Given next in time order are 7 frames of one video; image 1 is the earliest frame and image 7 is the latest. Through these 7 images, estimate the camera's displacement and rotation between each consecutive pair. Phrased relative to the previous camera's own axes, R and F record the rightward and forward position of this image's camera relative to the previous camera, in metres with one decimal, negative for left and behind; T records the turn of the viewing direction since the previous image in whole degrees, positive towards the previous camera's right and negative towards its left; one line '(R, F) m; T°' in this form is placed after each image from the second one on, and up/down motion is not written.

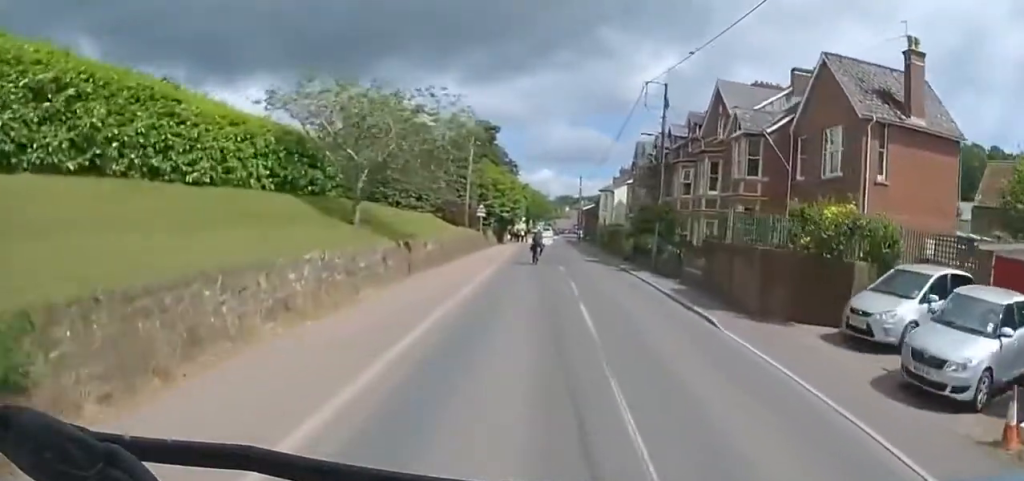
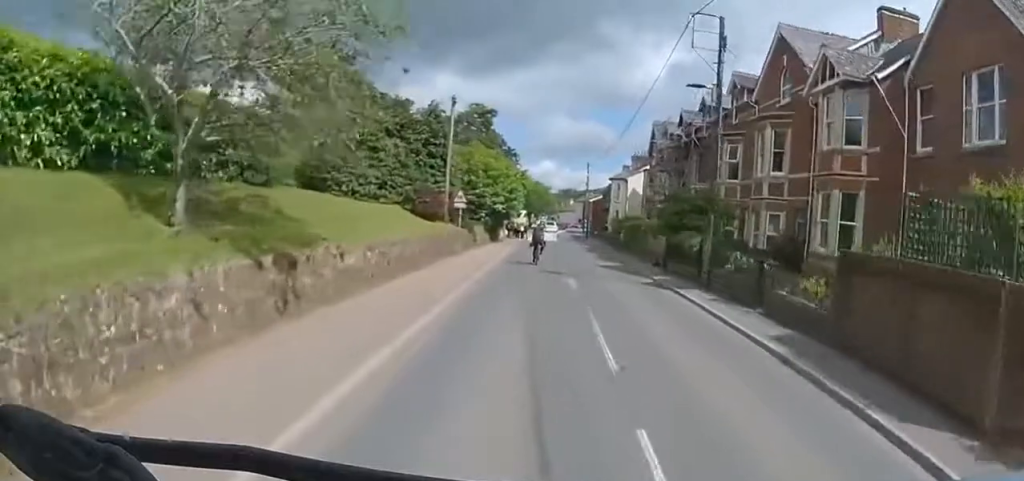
(0.0, +8.0) m; 0°
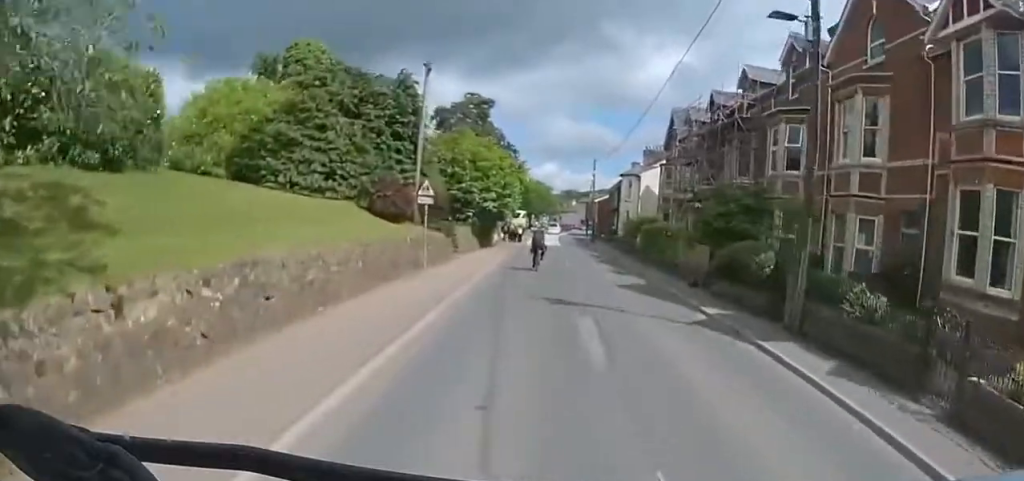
(0.0, +6.8) m; 0°
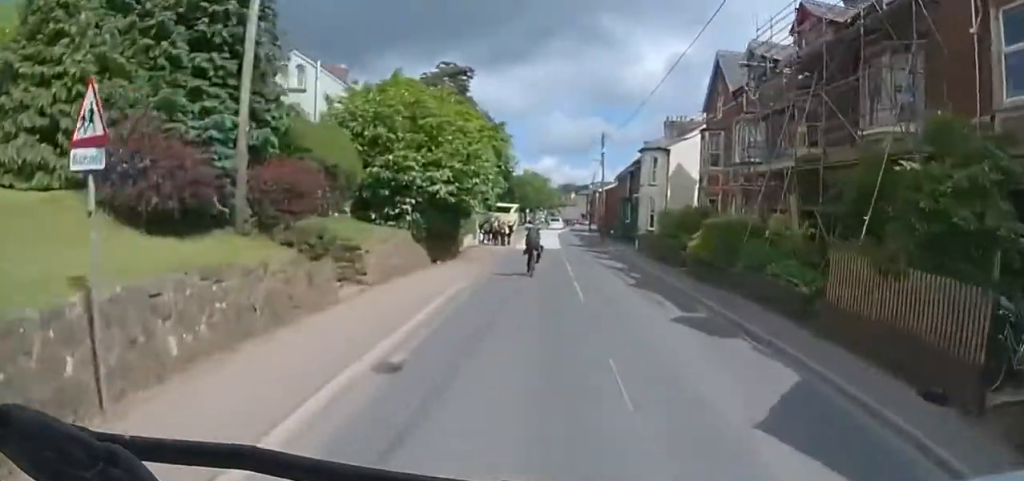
(0.0, +13.2) m; 0°
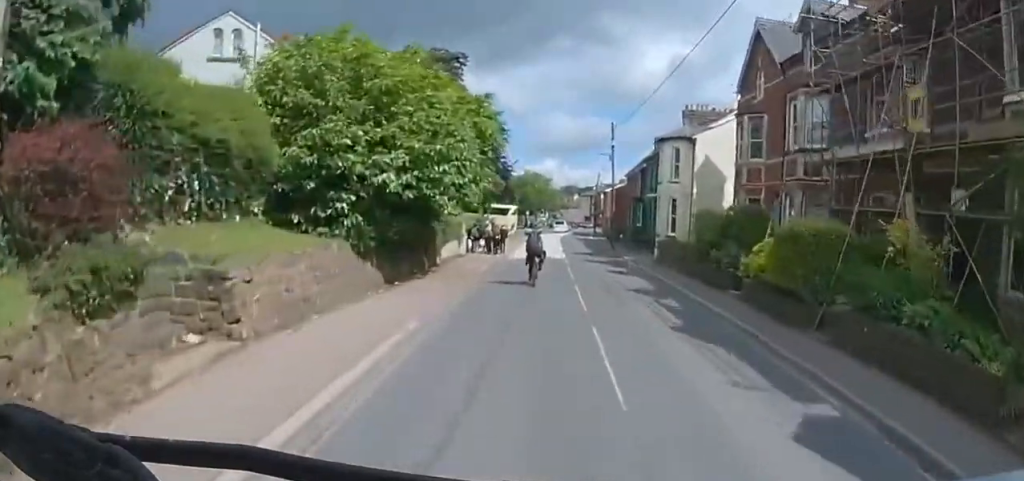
(0.0, +5.8) m; 0°
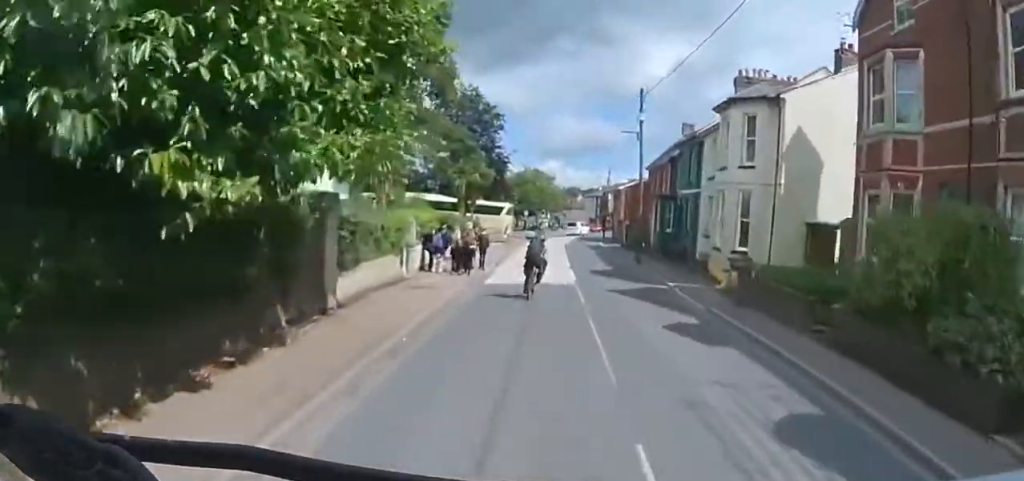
(-0.1, +10.2) m; 0°
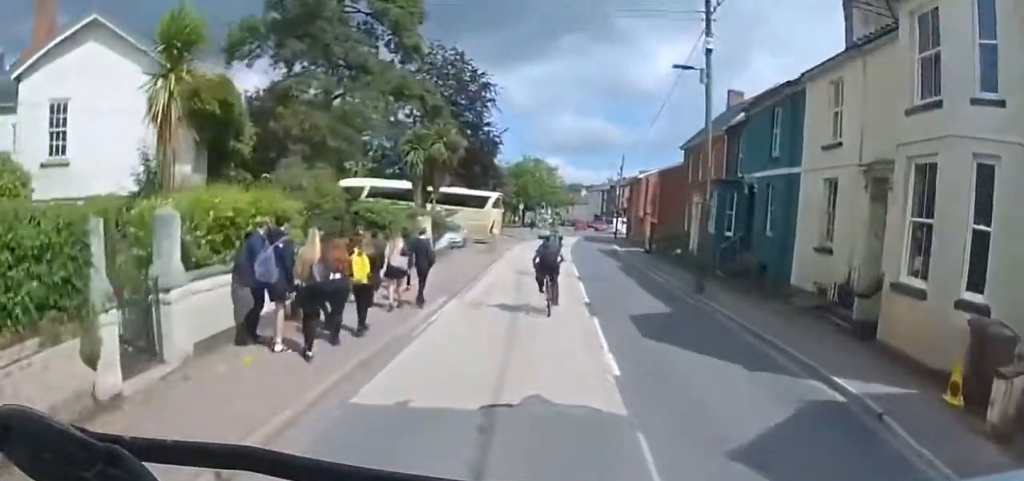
(+0.1, +11.1) m; +1°
